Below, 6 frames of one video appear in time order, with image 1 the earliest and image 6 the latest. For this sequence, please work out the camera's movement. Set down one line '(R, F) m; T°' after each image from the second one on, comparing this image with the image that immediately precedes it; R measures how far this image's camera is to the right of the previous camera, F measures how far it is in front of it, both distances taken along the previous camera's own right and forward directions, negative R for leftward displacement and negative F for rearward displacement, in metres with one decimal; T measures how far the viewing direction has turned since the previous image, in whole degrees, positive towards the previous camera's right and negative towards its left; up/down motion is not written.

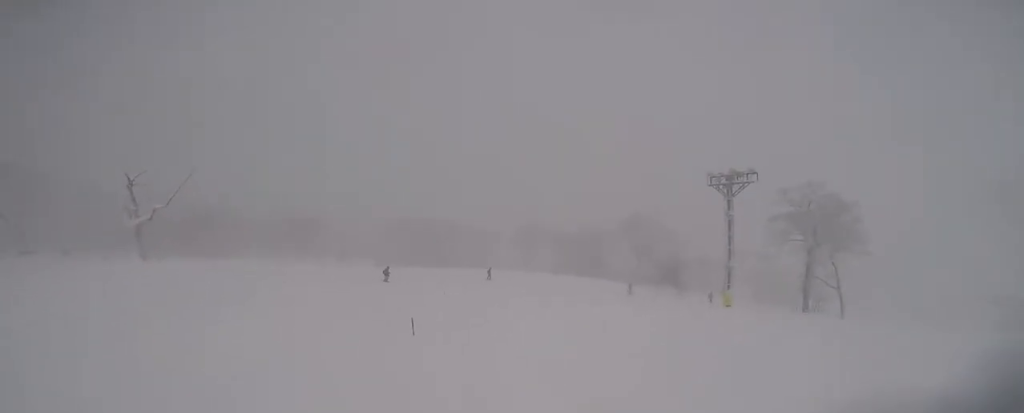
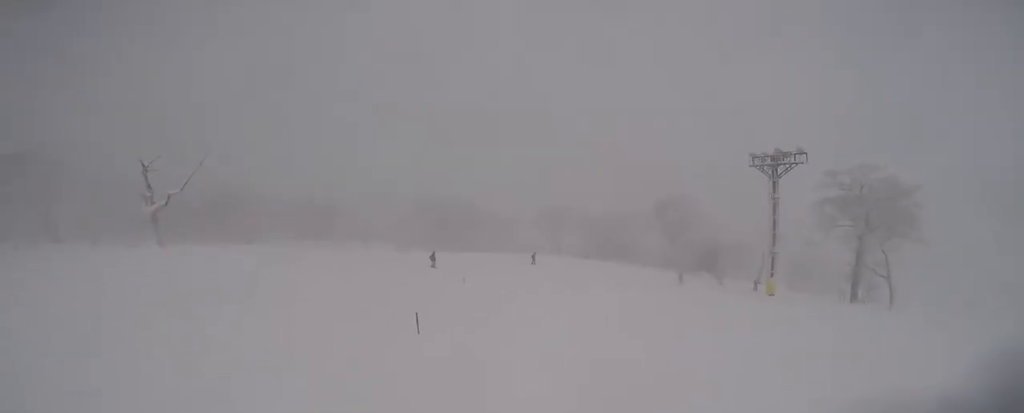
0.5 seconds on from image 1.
(+0.1, +1.6) m; -3°
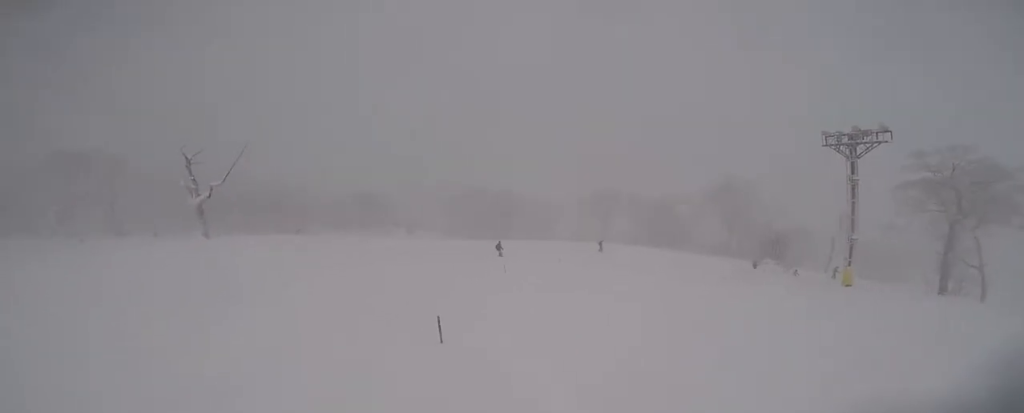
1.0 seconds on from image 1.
(-0.1, +1.5) m; -3°
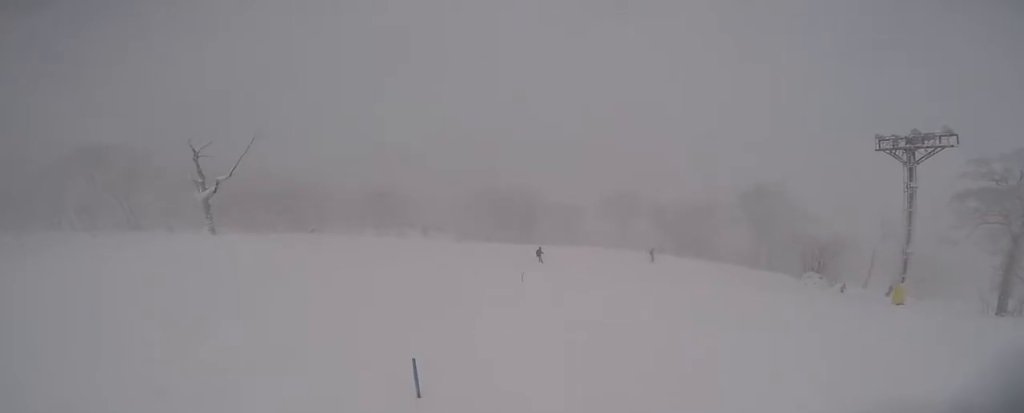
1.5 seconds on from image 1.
(-0.1, +1.8) m; -4°
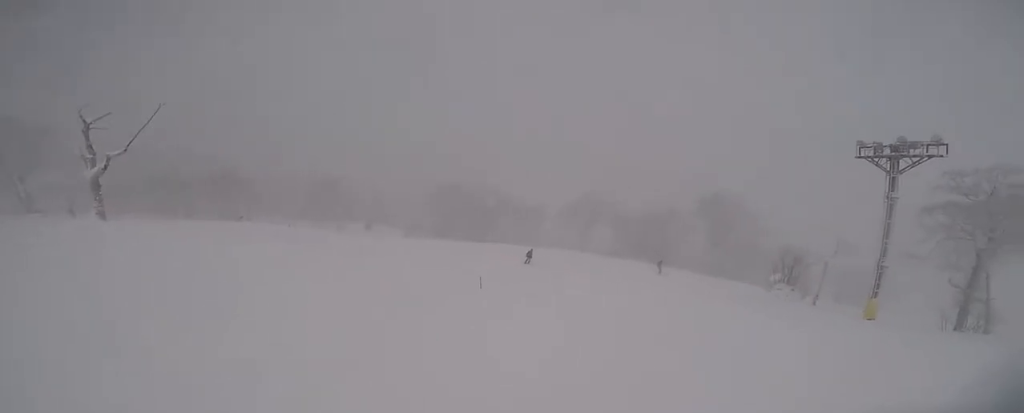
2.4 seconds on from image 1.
(-0.1, +3.5) m; +11°
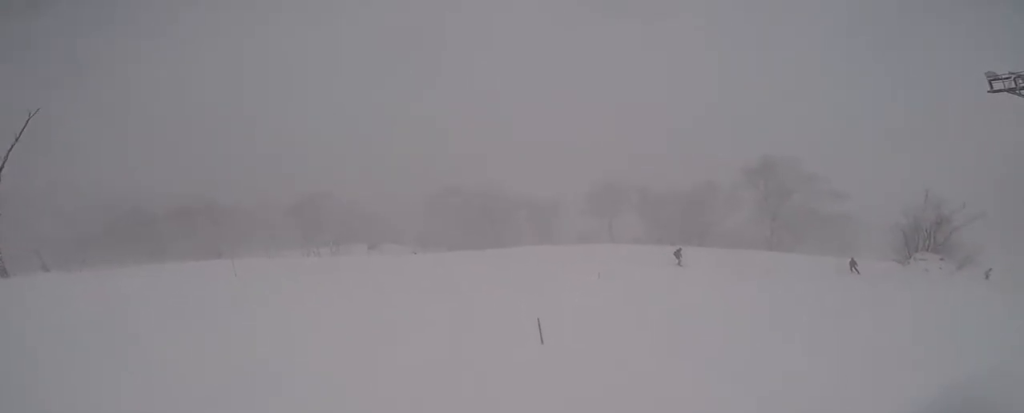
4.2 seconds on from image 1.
(+1.5, +7.7) m; +7°
